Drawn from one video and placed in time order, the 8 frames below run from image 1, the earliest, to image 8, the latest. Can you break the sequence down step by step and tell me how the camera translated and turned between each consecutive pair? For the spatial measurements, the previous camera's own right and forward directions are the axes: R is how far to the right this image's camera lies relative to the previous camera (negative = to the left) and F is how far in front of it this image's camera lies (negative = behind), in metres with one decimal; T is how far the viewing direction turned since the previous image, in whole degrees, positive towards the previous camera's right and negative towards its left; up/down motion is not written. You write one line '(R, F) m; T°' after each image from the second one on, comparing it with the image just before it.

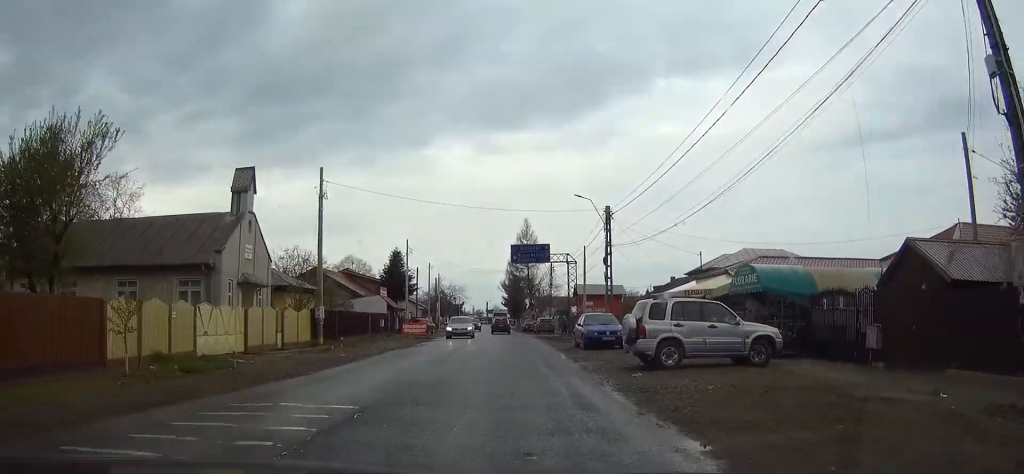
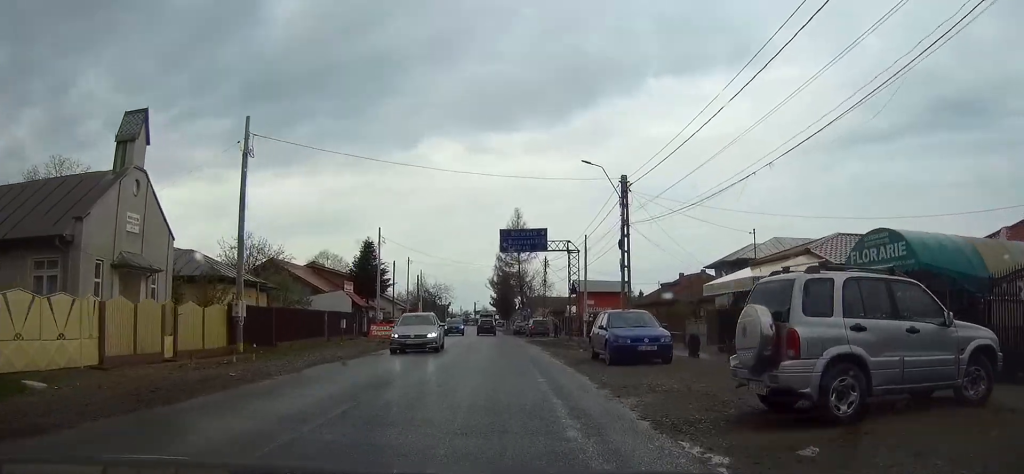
(0.0, +9.6) m; 0°
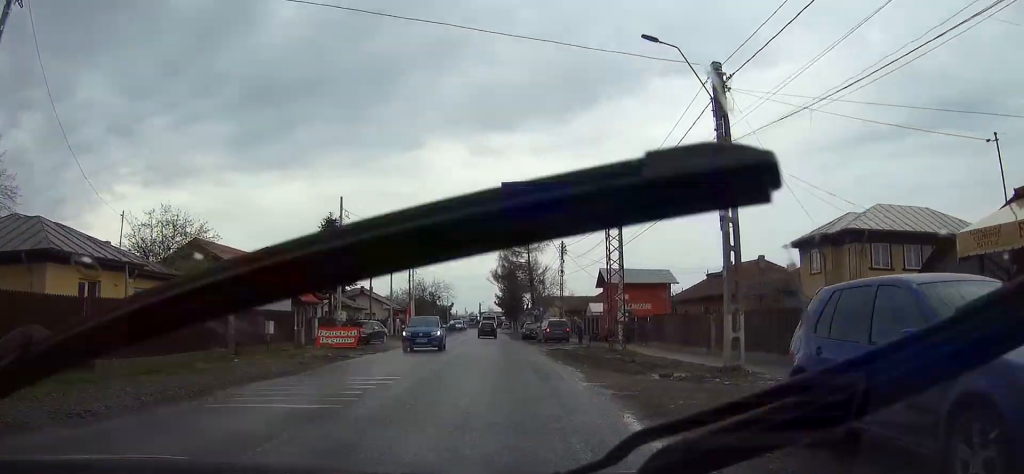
(+0.1, +15.7) m; 0°
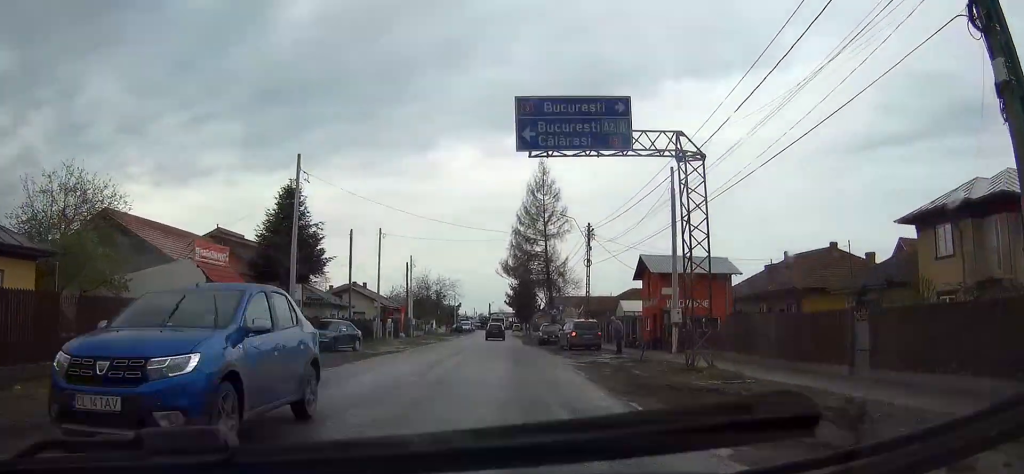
(0.0, +11.7) m; 0°
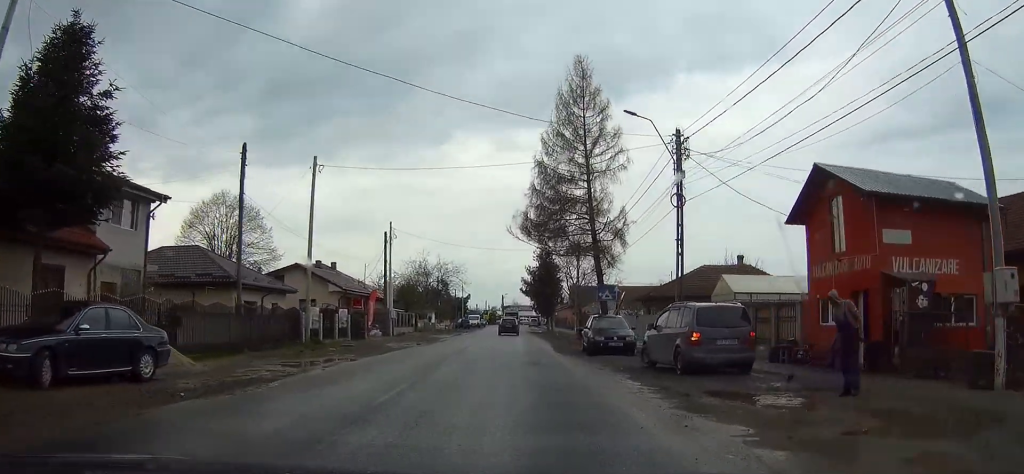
(-0.3, +21.5) m; -1°
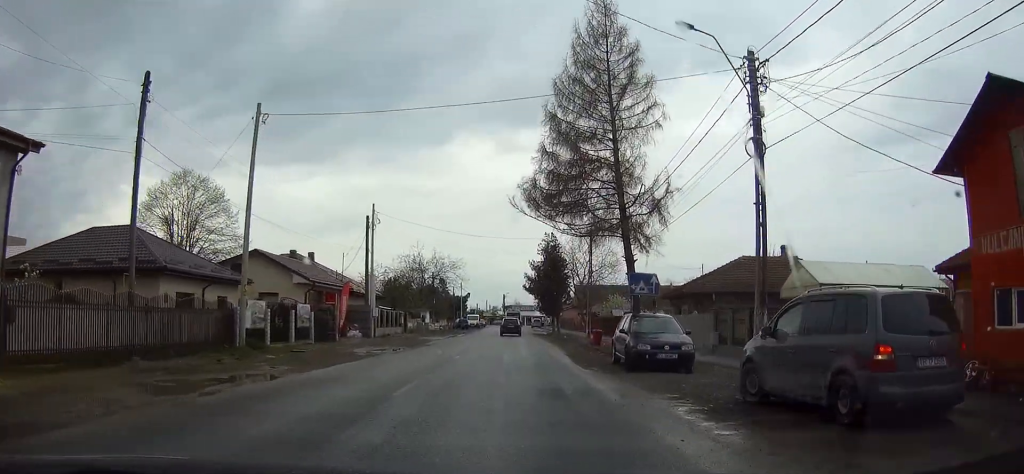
(+0.1, +8.0) m; 0°
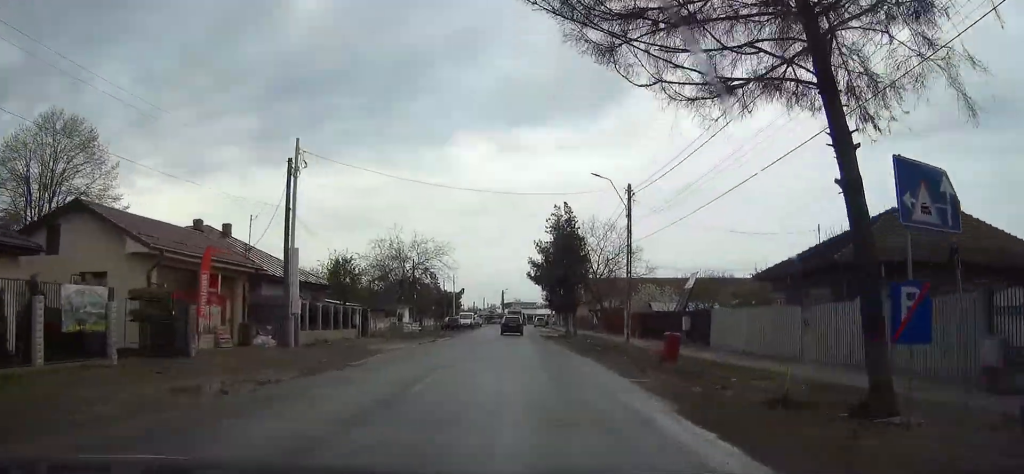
(-0.1, +16.9) m; -1°
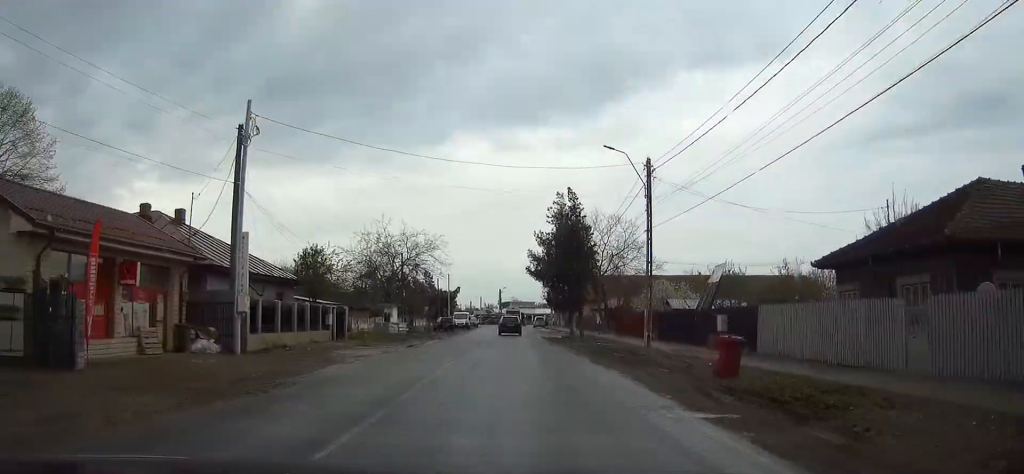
(0.0, +5.8) m; 0°
